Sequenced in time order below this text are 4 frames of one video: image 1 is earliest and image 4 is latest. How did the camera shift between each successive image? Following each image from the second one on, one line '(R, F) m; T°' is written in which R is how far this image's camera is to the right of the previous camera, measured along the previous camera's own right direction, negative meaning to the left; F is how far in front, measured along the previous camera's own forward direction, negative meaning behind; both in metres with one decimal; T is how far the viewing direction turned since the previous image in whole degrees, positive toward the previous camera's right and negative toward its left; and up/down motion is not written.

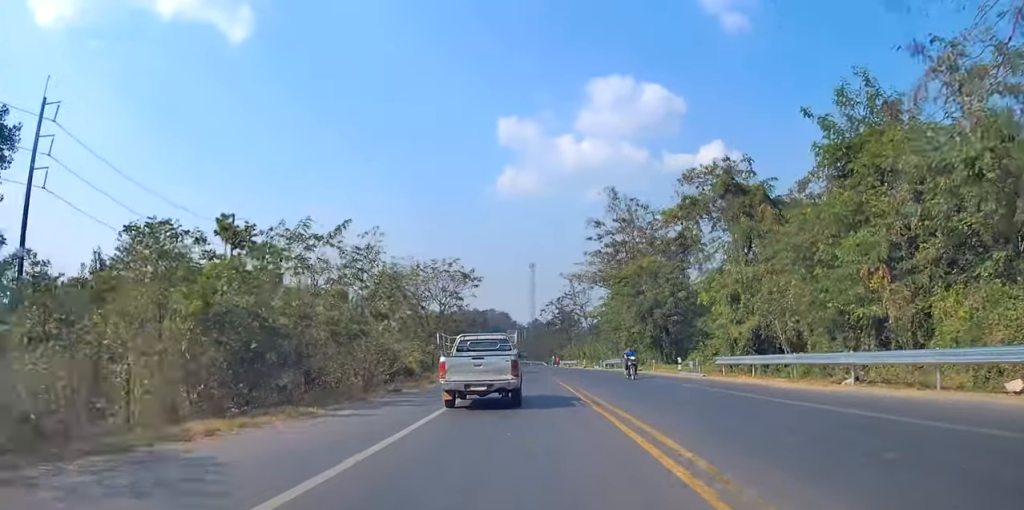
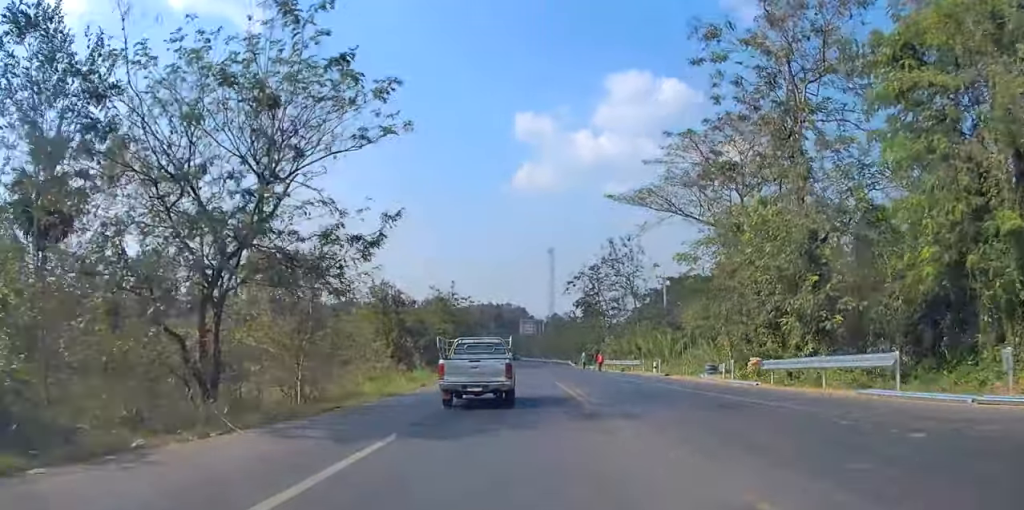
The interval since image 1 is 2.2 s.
(-0.1, +38.9) m; 0°
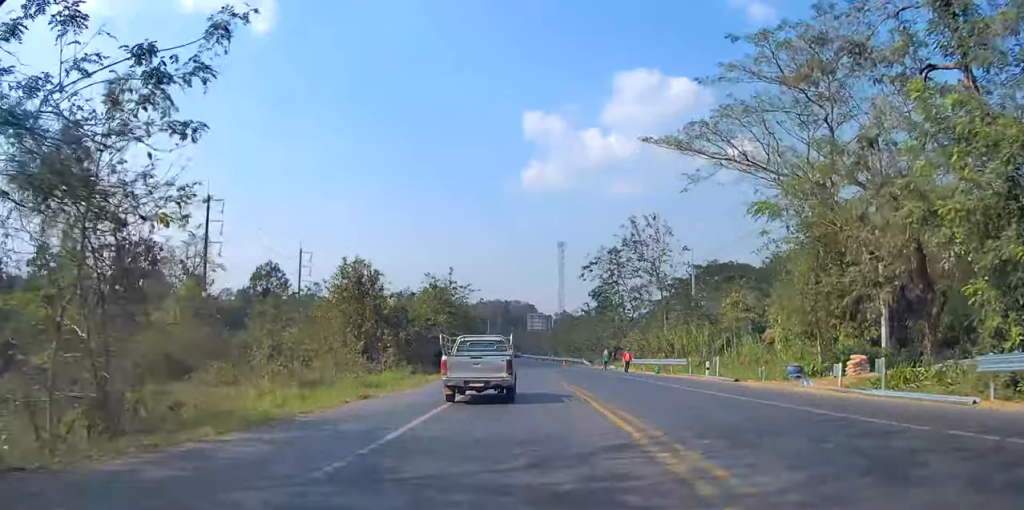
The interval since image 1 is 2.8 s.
(+0.1, +11.3) m; -2°
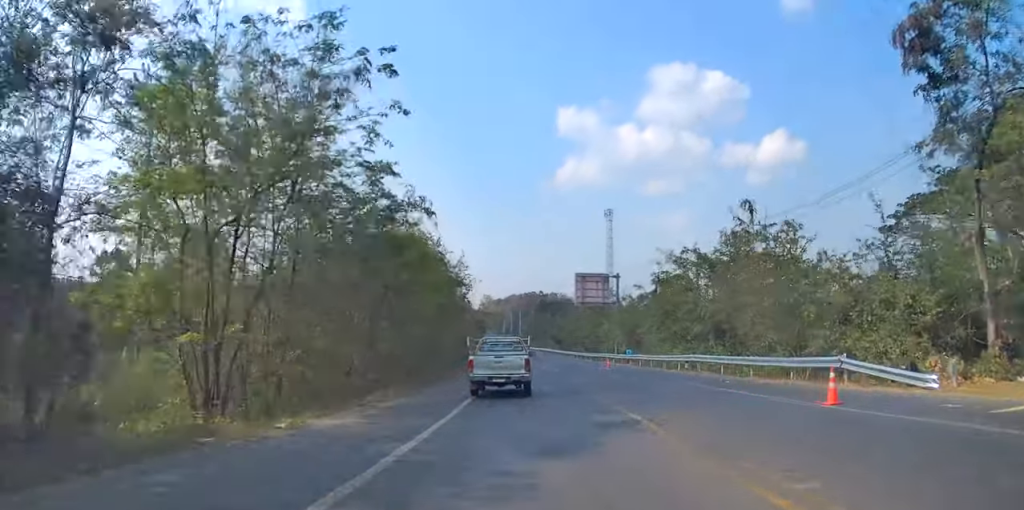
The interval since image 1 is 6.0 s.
(-2.7, +58.9) m; -3°
